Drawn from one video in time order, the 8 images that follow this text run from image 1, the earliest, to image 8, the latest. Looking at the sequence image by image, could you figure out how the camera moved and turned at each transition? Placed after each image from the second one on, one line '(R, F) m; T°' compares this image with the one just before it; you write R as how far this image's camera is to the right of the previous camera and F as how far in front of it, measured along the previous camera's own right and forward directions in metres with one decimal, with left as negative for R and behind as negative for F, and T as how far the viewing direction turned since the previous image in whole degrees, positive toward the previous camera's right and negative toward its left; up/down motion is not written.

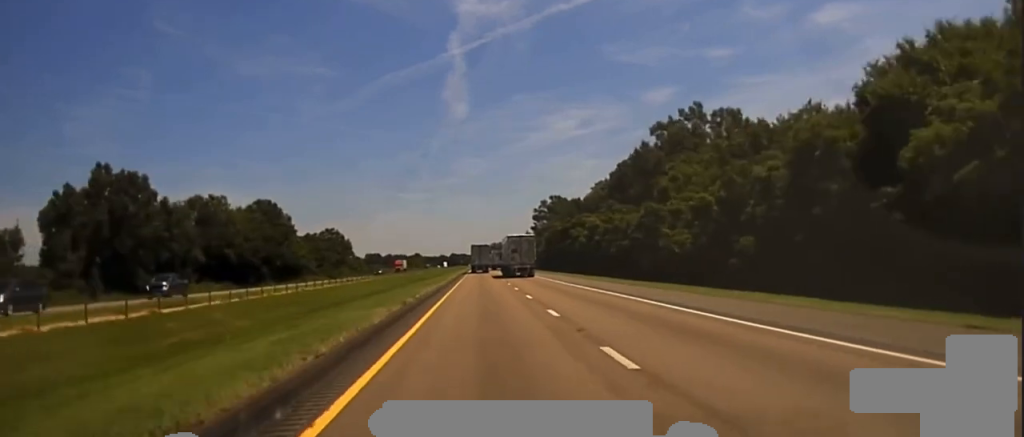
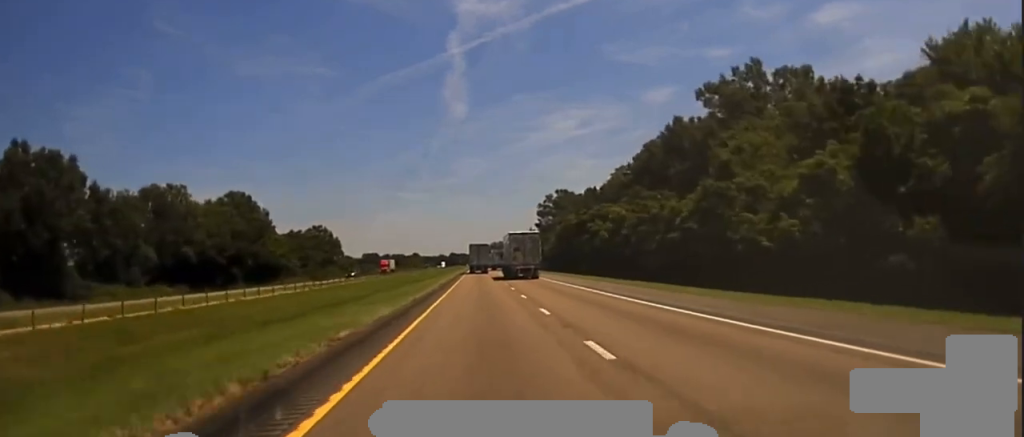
(+0.1, +23.1) m; 0°
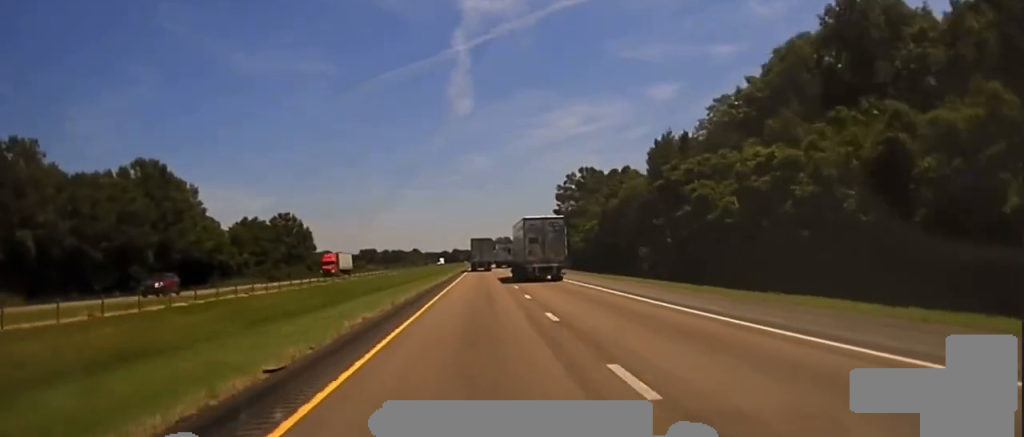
(+0.3, +51.9) m; 0°
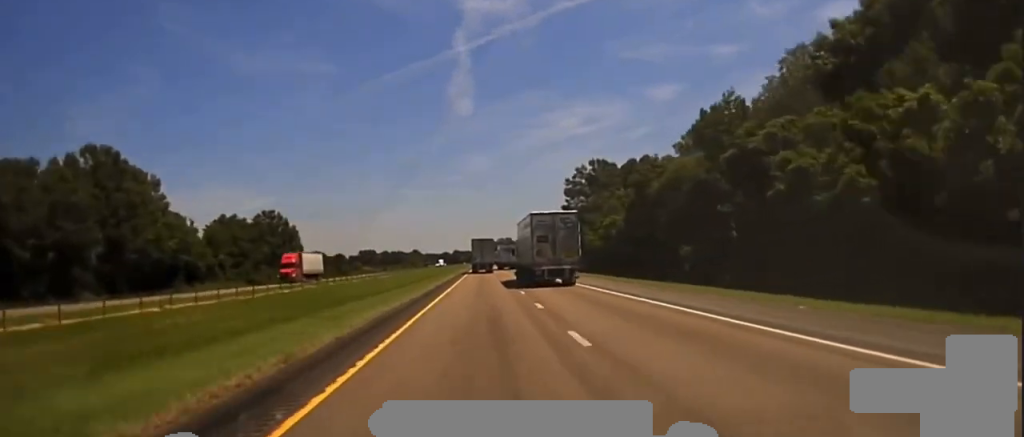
(0.0, +18.1) m; 0°
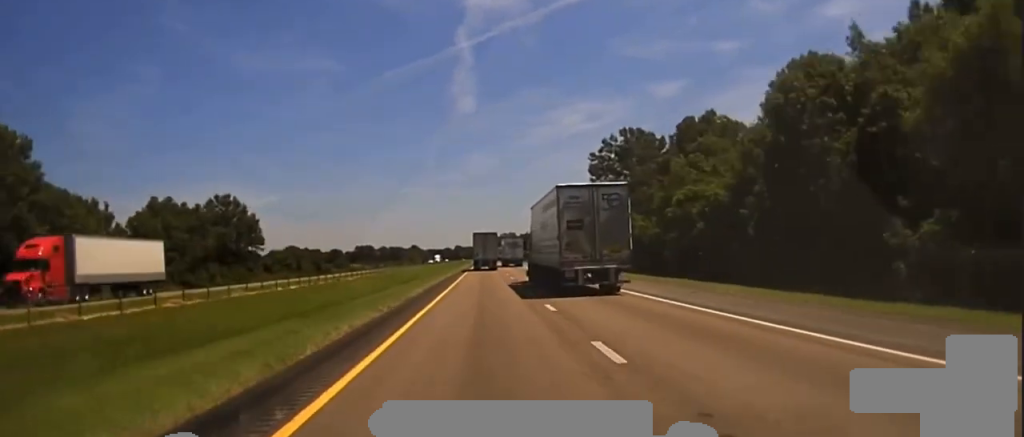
(-0.1, +38.8) m; 0°
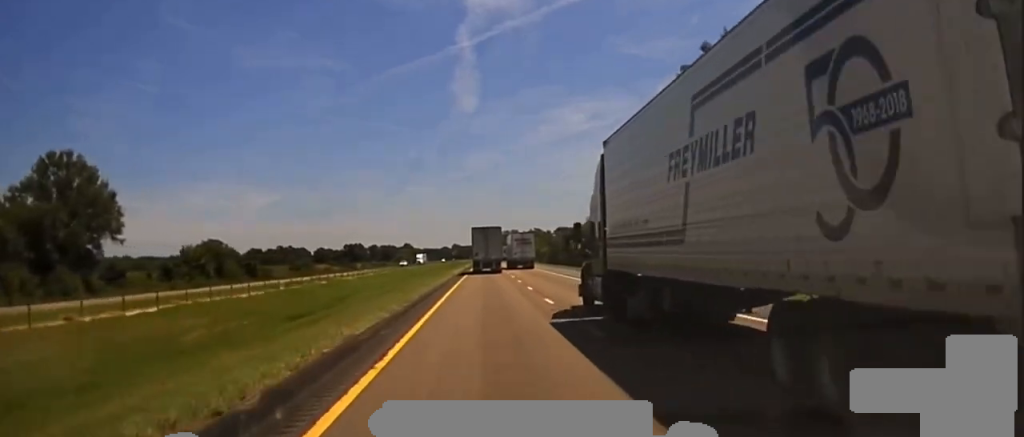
(-0.2, +68.5) m; 0°
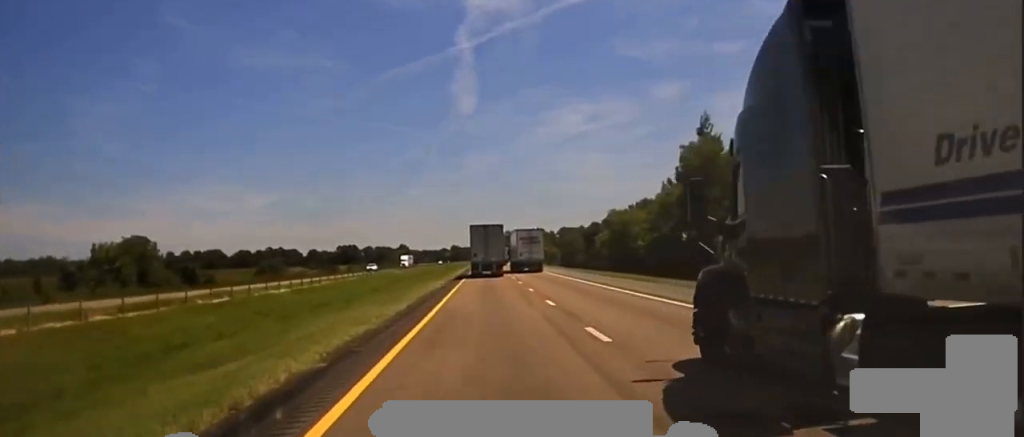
(+0.5, +36.1) m; 0°
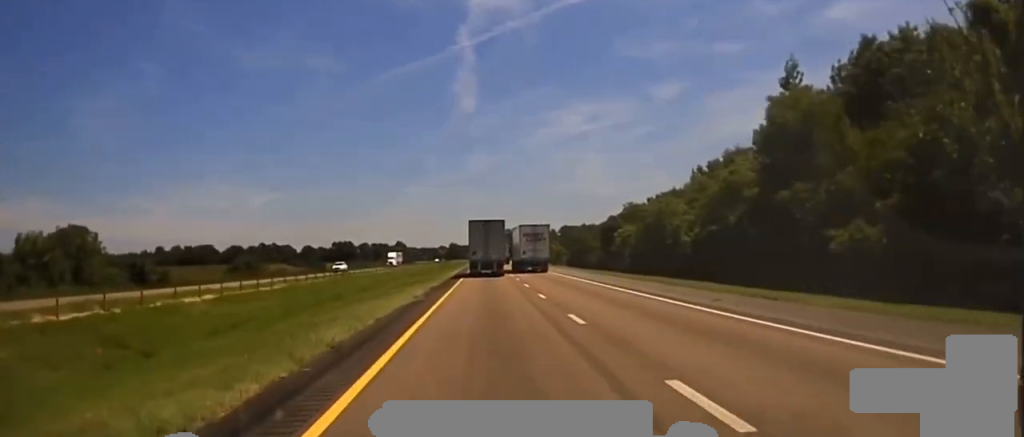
(-0.3, +19.9) m; 0°
